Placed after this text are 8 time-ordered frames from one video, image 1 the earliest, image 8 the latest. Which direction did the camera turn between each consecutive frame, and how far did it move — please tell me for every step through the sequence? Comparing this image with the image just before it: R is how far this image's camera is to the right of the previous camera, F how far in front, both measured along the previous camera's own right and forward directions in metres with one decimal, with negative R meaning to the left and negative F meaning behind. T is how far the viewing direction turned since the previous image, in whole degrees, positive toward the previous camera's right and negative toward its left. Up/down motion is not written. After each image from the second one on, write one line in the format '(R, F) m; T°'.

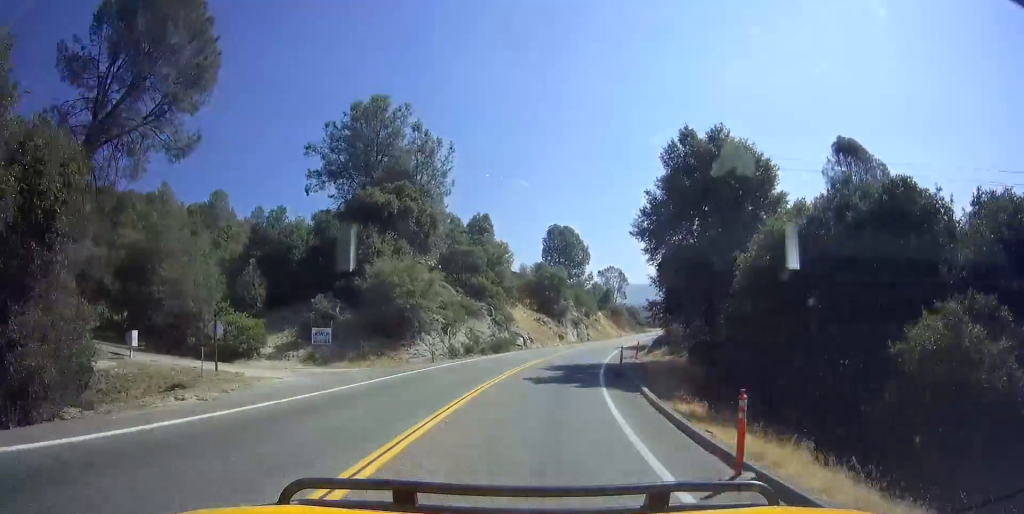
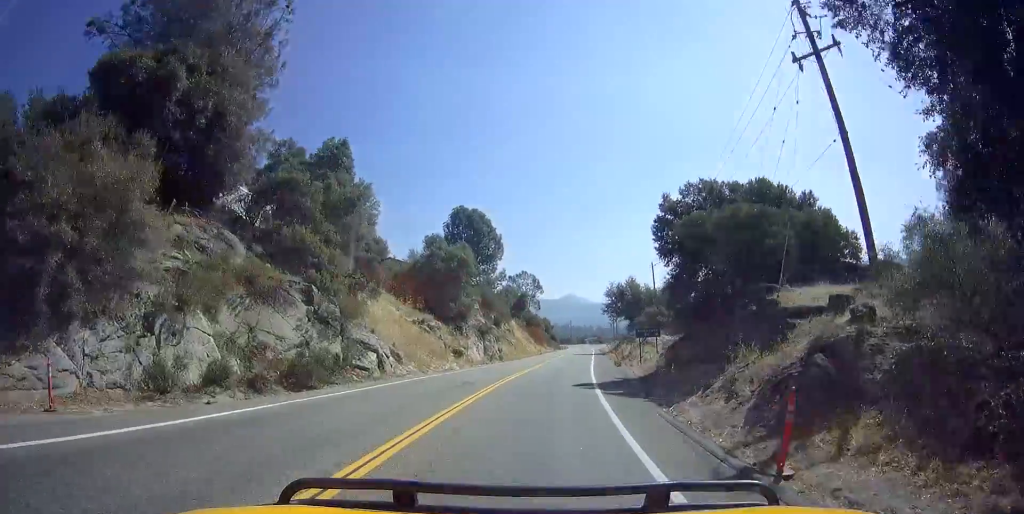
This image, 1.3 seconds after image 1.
(+1.9, +26.8) m; +6°
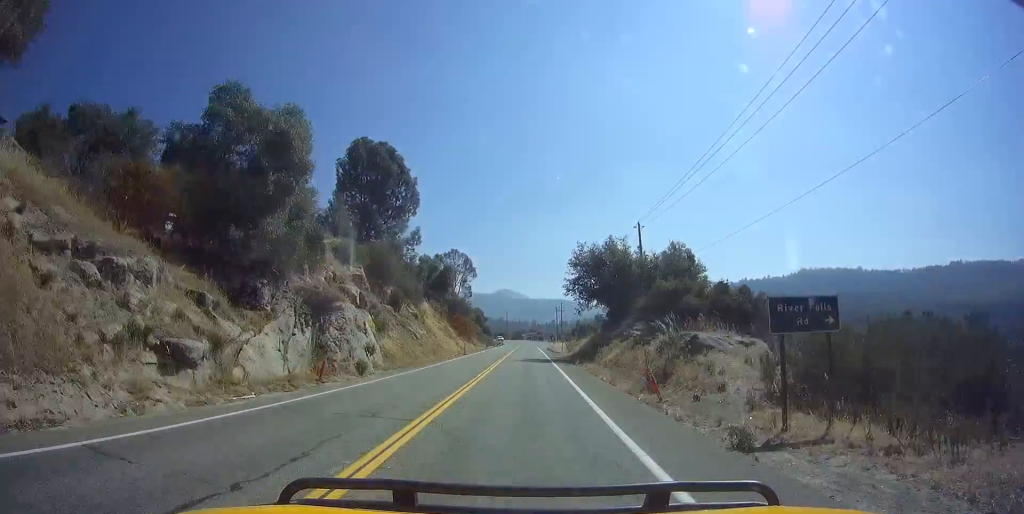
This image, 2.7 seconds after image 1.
(+0.3, +28.4) m; +1°
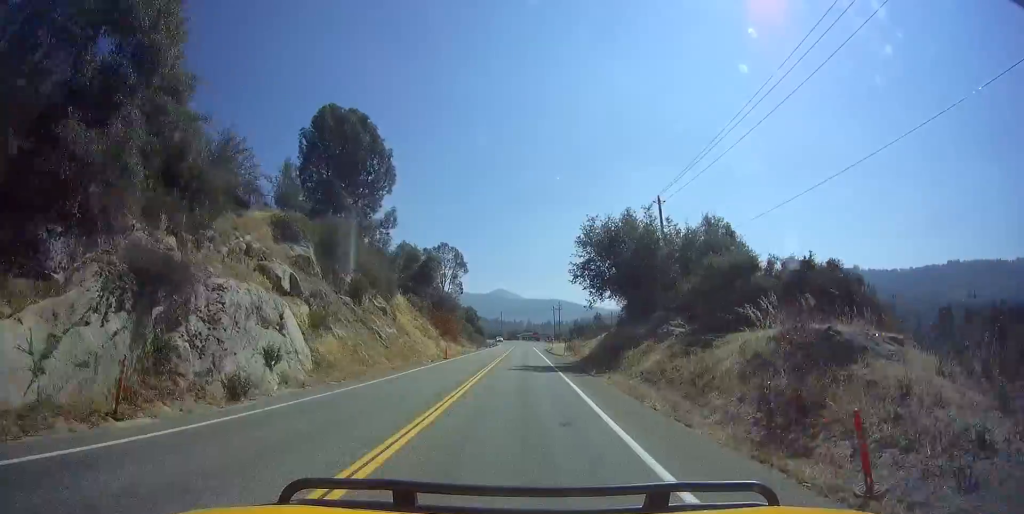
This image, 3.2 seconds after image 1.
(+0.1, +10.1) m; 0°
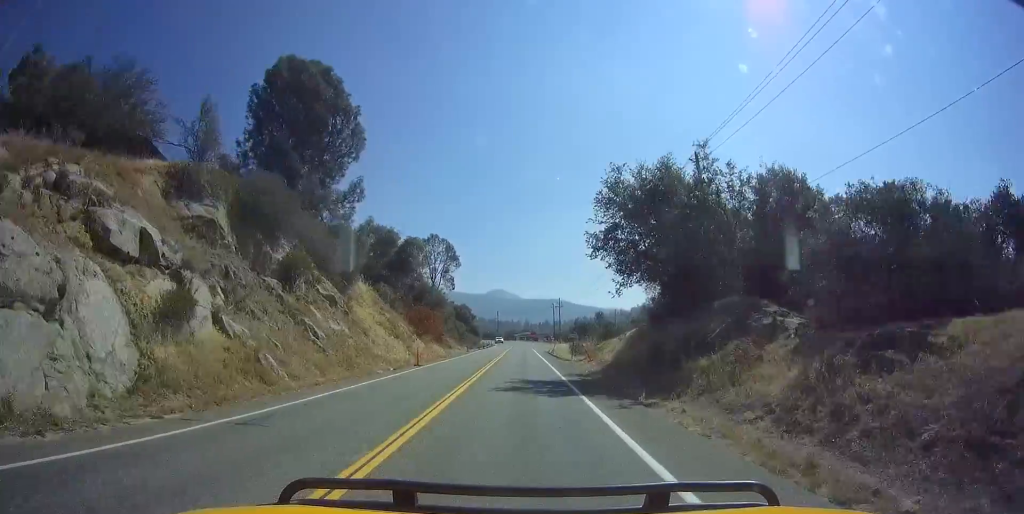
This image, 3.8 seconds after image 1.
(0.0, +10.9) m; 0°
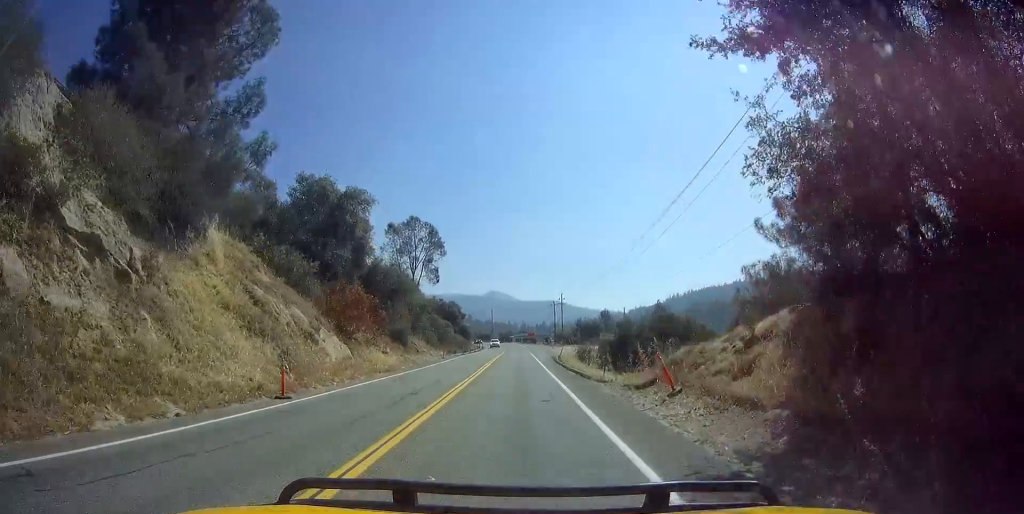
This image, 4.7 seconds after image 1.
(0.0, +18.5) m; 0°
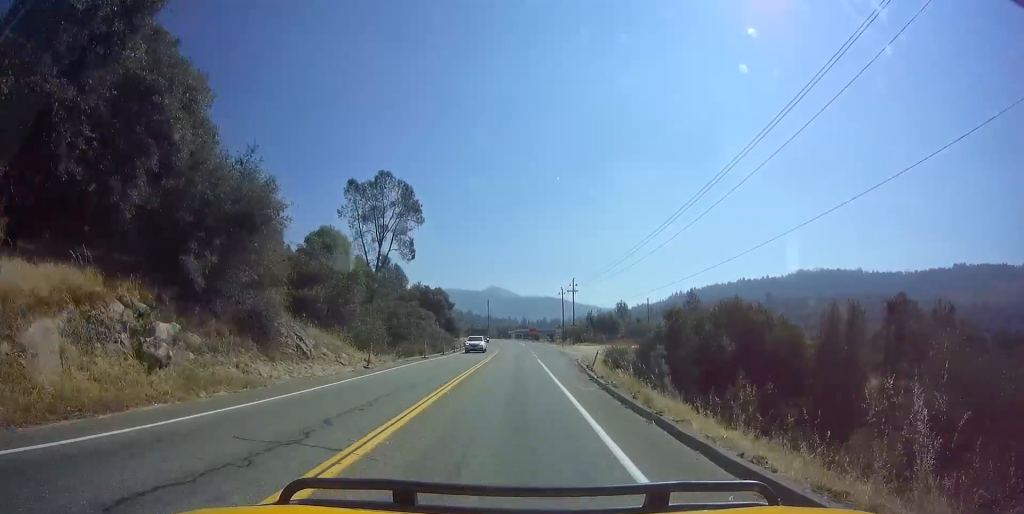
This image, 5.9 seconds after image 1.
(-0.1, +25.0) m; -1°
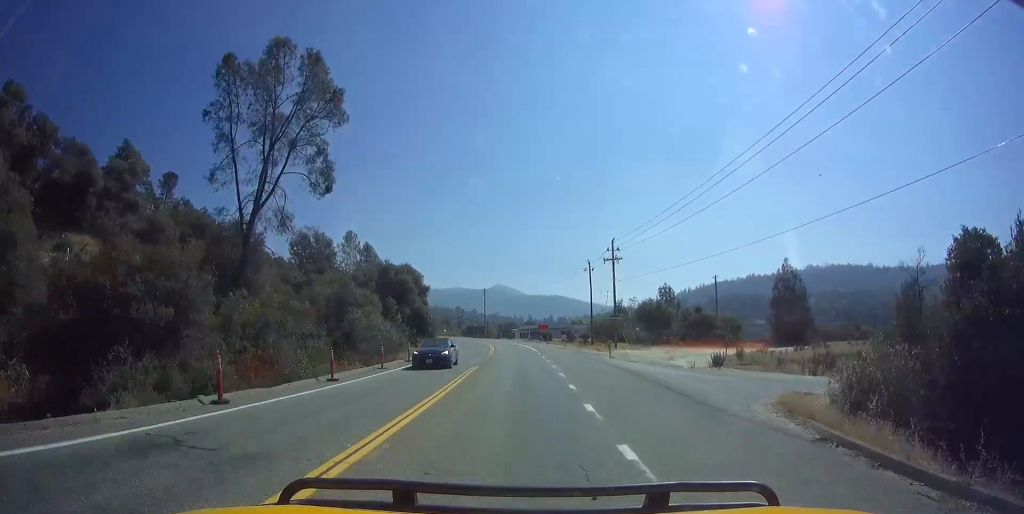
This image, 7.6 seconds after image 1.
(-0.4, +37.0) m; -2°
